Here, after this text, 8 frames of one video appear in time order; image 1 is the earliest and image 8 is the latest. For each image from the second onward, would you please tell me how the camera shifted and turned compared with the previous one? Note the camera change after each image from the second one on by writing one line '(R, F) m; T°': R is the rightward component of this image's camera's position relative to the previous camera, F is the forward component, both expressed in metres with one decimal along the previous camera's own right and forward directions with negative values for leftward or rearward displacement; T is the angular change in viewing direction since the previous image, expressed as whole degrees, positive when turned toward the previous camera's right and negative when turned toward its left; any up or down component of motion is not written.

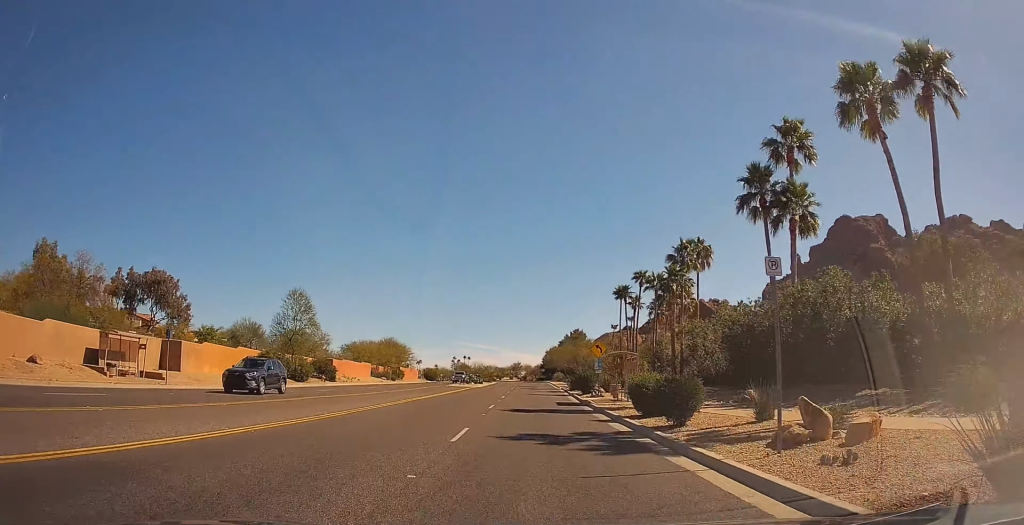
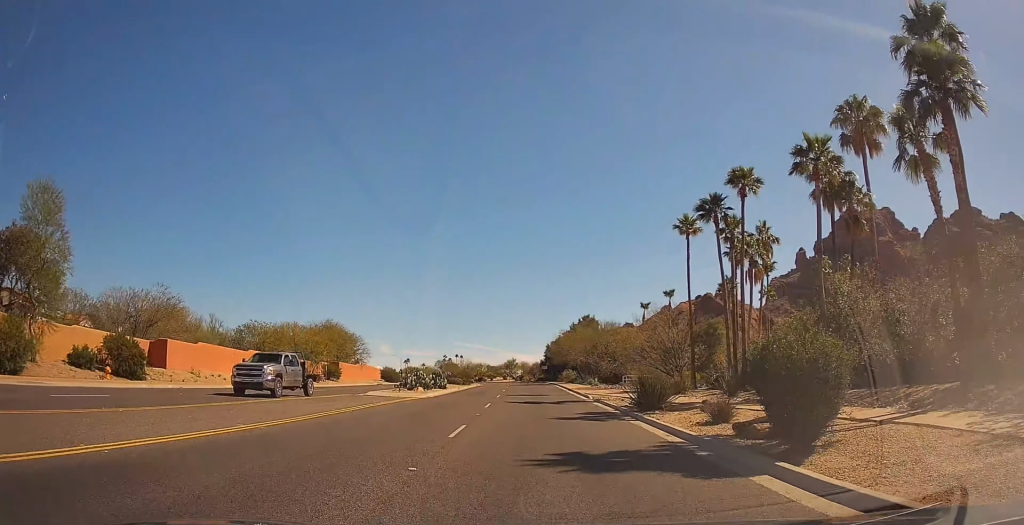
(+1.5, +34.8) m; +2°
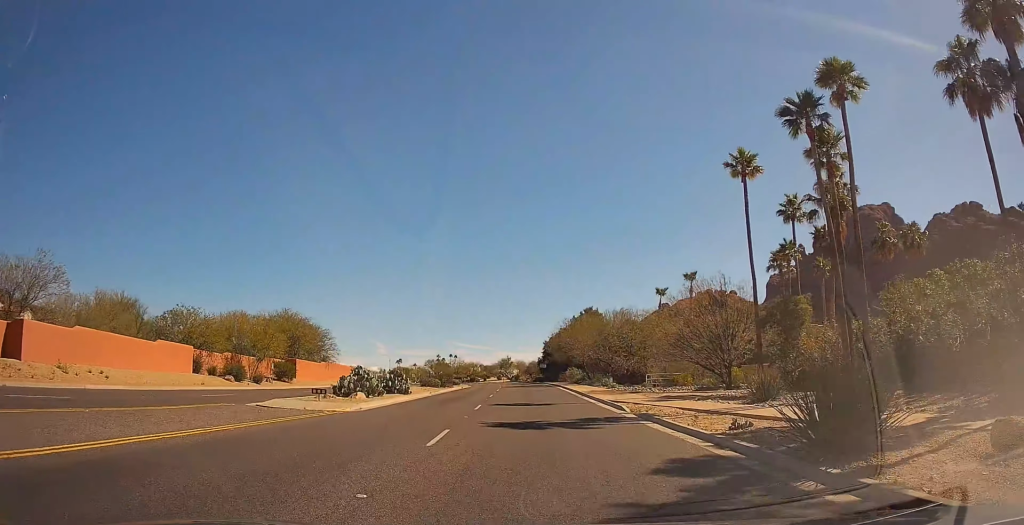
(-0.1, +13.7) m; 0°
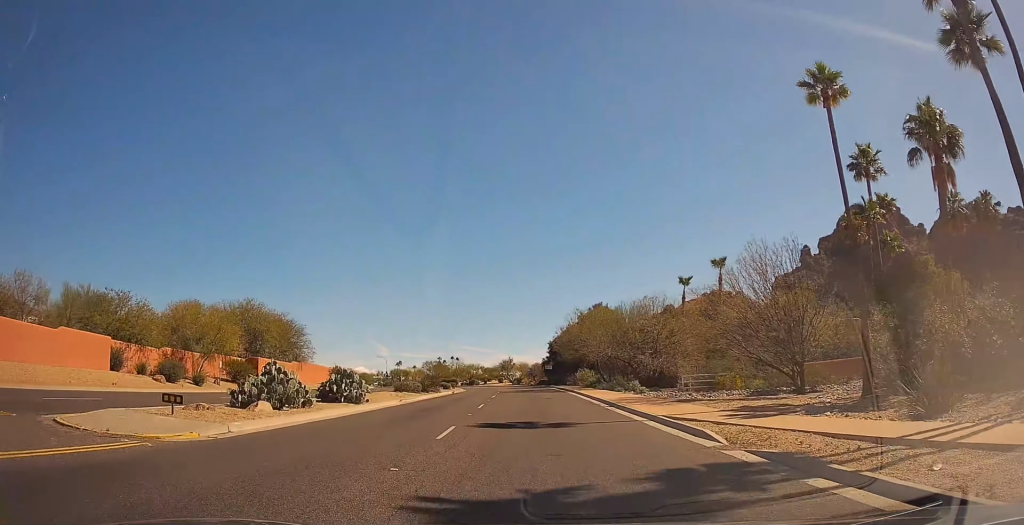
(0.0, +10.4) m; +1°
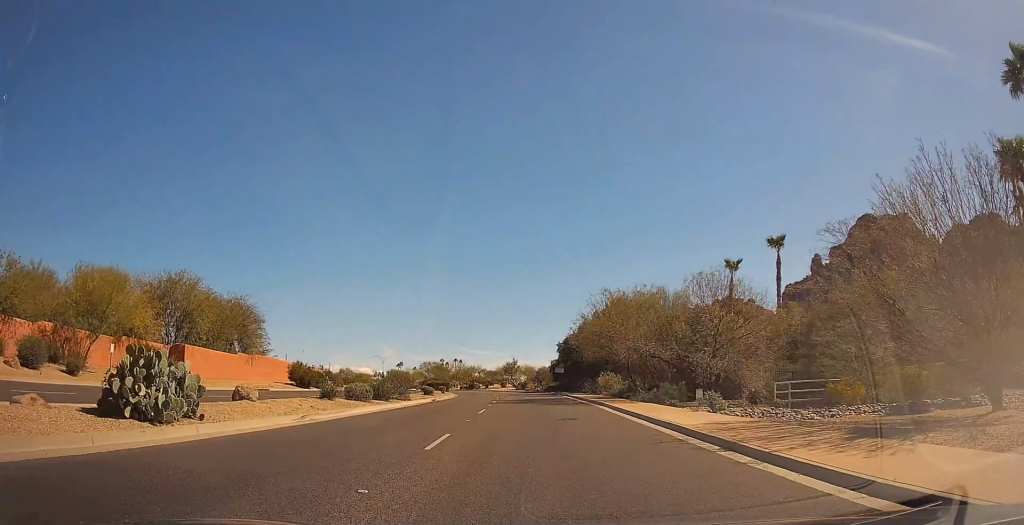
(+0.4, +14.0) m; 0°
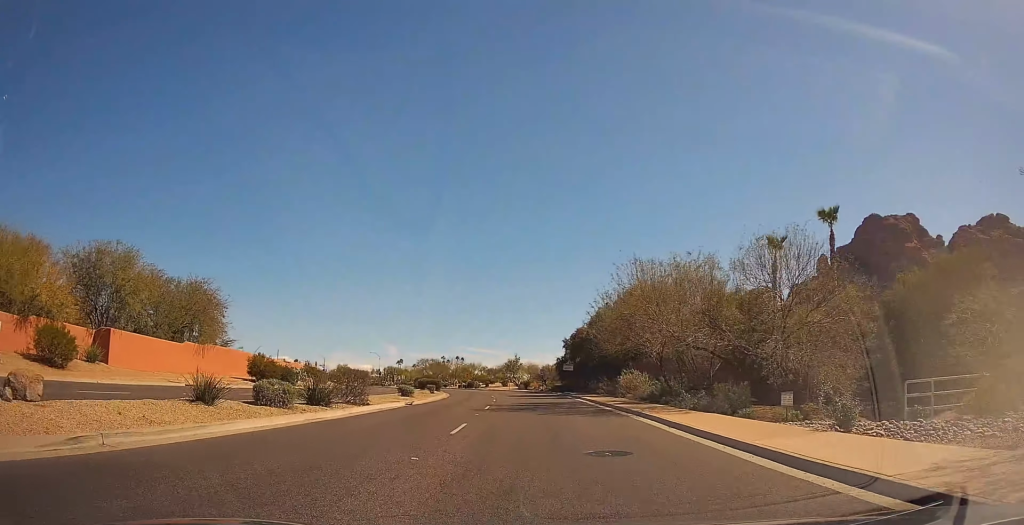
(-0.2, +9.3) m; 0°
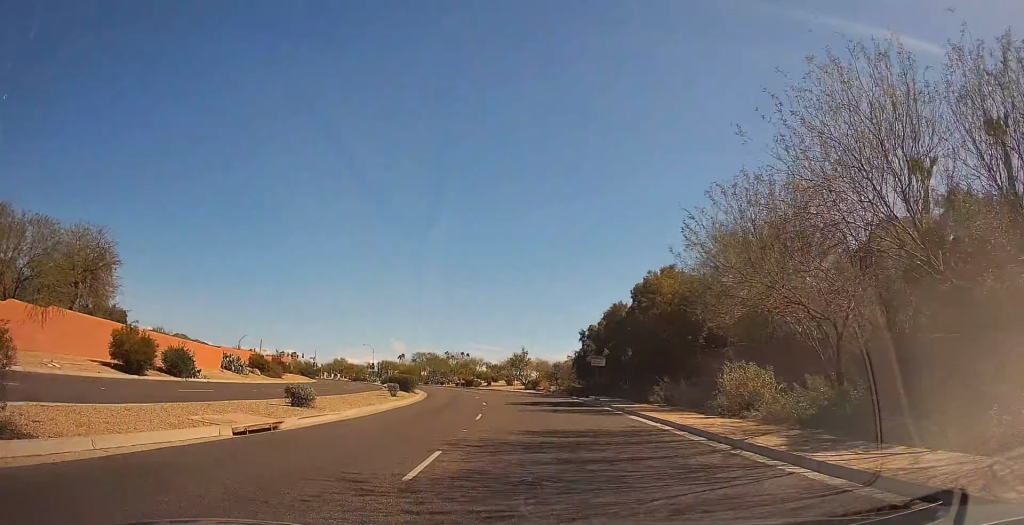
(0.0, +18.6) m; +1°
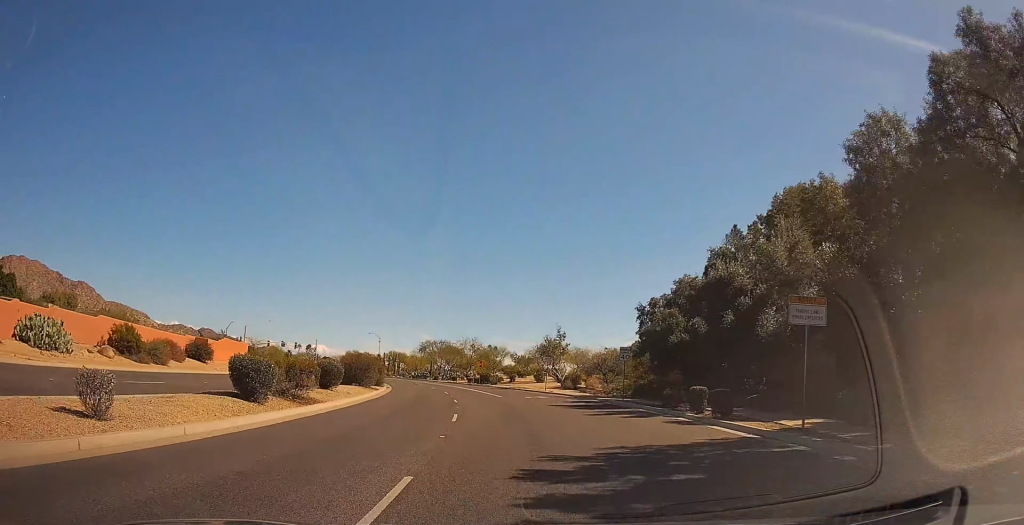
(-0.6, +27.5) m; -11°
